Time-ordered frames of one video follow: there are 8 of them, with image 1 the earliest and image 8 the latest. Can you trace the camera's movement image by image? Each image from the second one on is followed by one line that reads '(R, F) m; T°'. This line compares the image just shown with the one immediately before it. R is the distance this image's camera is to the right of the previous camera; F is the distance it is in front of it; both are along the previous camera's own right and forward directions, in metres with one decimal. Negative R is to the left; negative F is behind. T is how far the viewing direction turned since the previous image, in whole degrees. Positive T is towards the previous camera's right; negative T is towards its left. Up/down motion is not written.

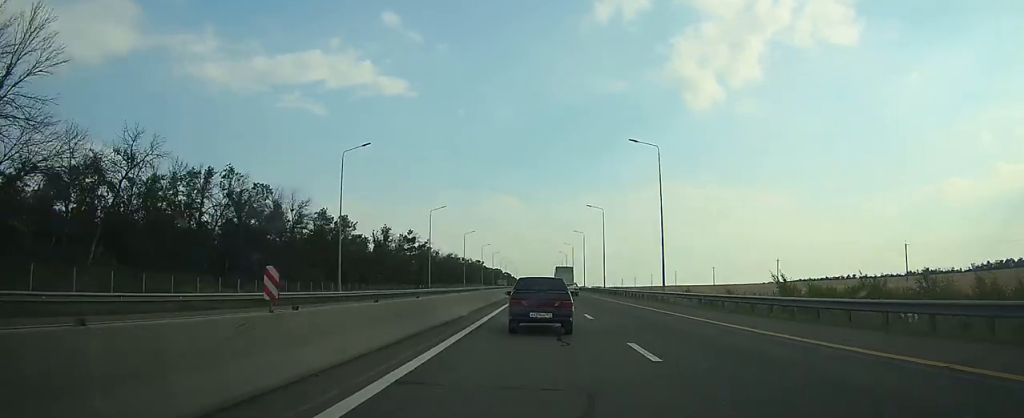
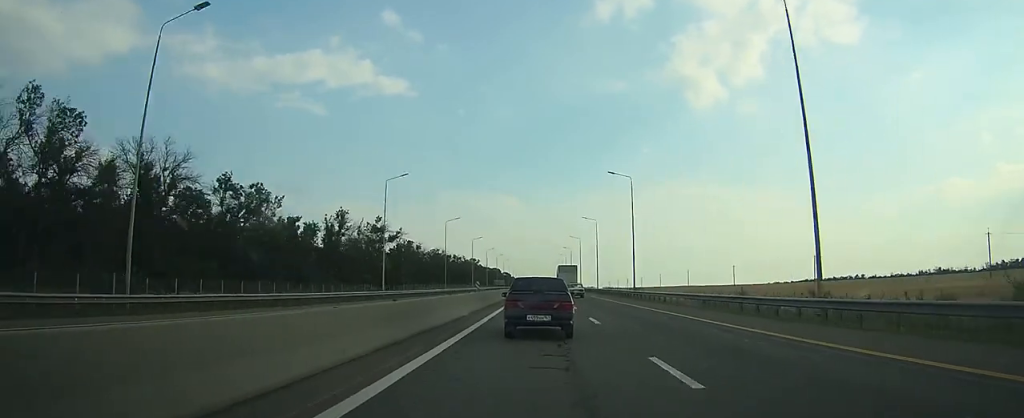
(0.0, +27.1) m; 0°
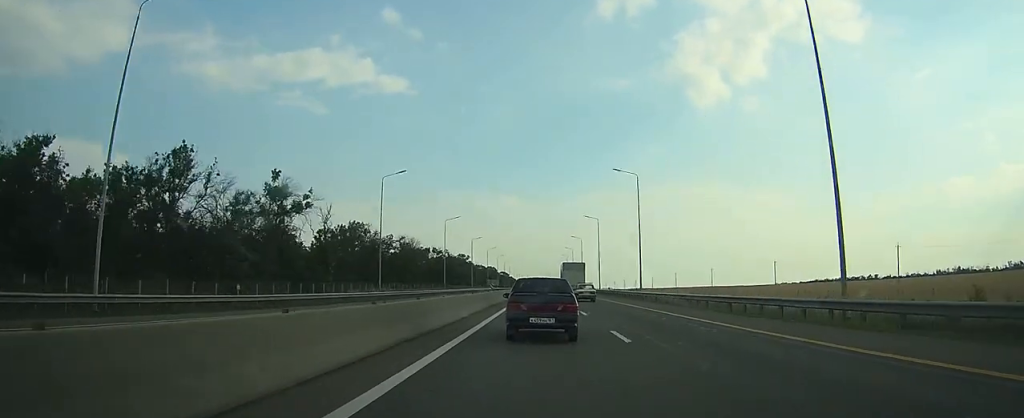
(-0.1, +42.9) m; 0°
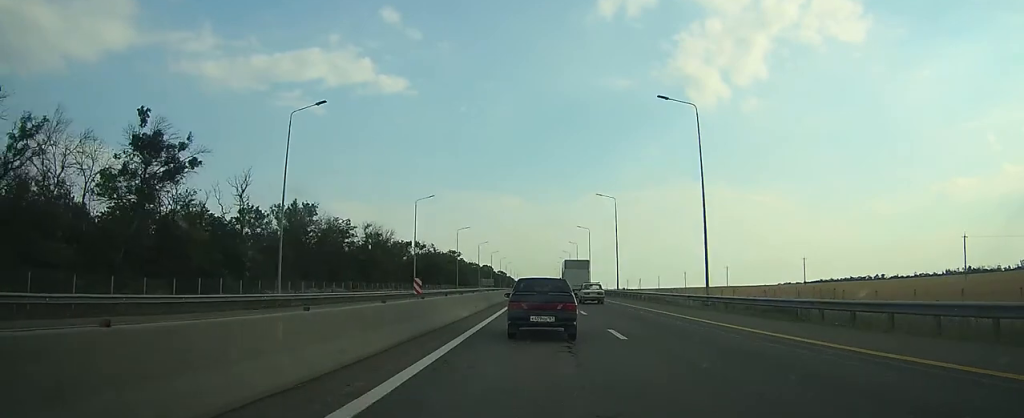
(0.0, +23.8) m; 0°
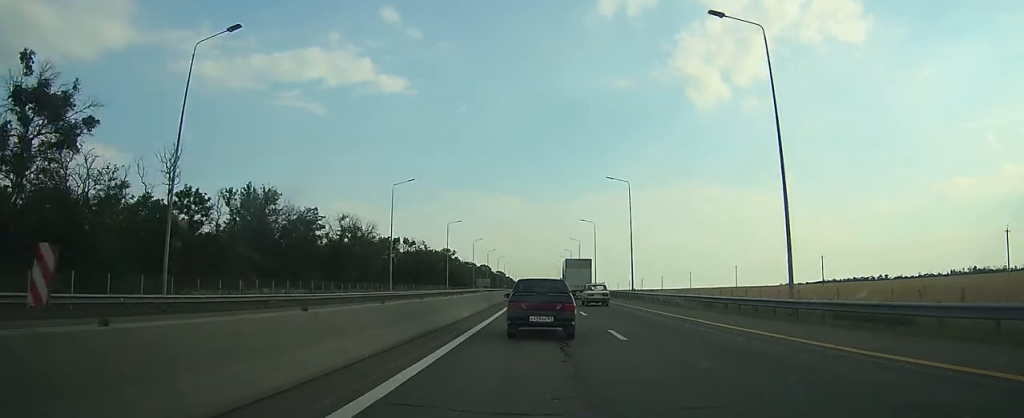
(0.0, +12.2) m; 0°
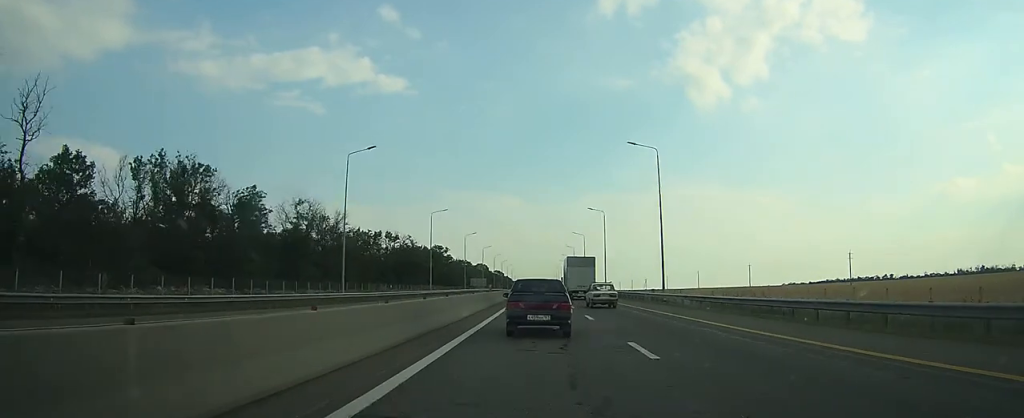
(0.0, +15.8) m; 0°
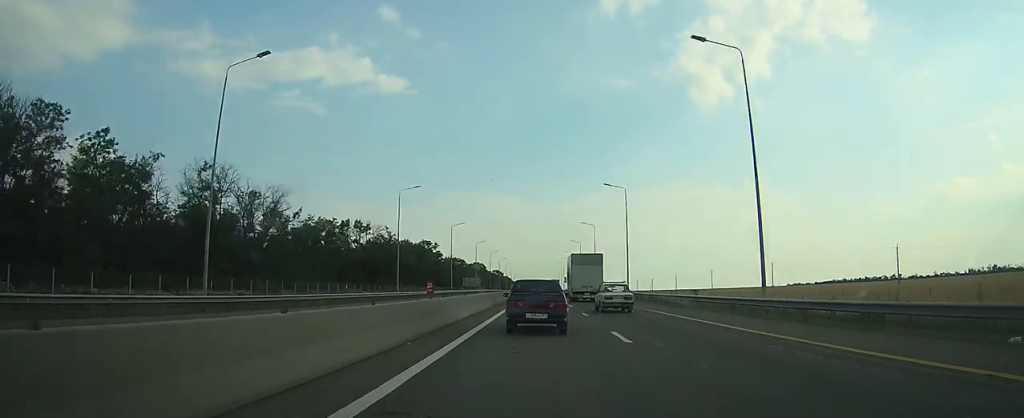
(0.0, +21.2) m; 0°
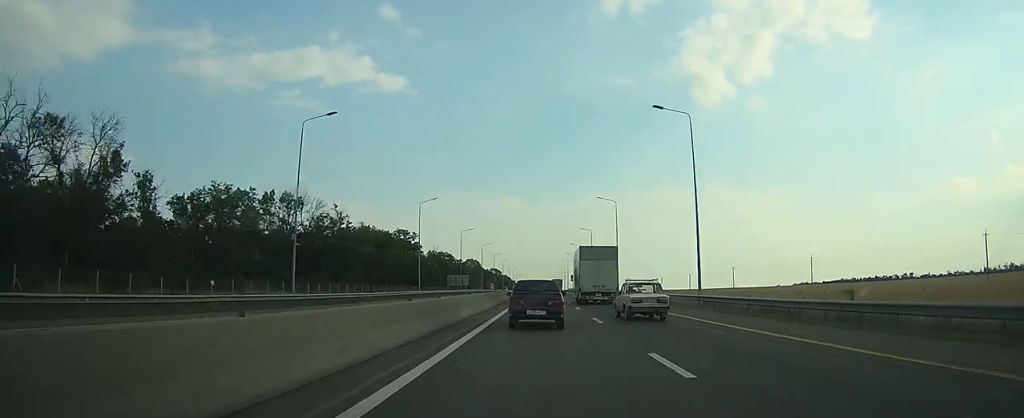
(0.0, +29.3) m; 0°
